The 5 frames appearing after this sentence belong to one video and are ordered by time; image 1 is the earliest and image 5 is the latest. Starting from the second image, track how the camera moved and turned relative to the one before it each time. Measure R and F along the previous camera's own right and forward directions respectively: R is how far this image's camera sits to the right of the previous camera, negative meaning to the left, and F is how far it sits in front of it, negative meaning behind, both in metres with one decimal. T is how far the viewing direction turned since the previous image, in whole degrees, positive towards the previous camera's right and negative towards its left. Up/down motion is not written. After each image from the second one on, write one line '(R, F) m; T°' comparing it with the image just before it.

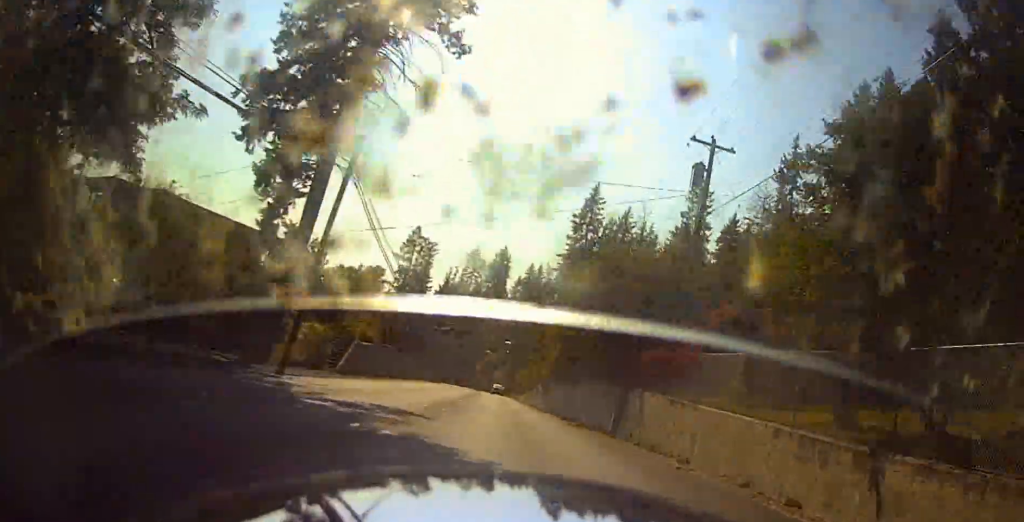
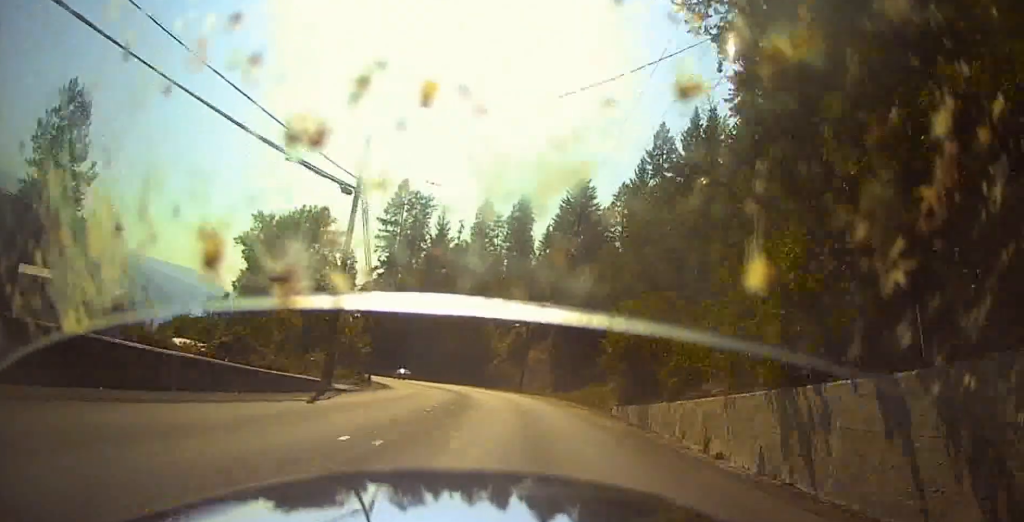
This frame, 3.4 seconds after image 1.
(-4.4, +62.3) m; -9°
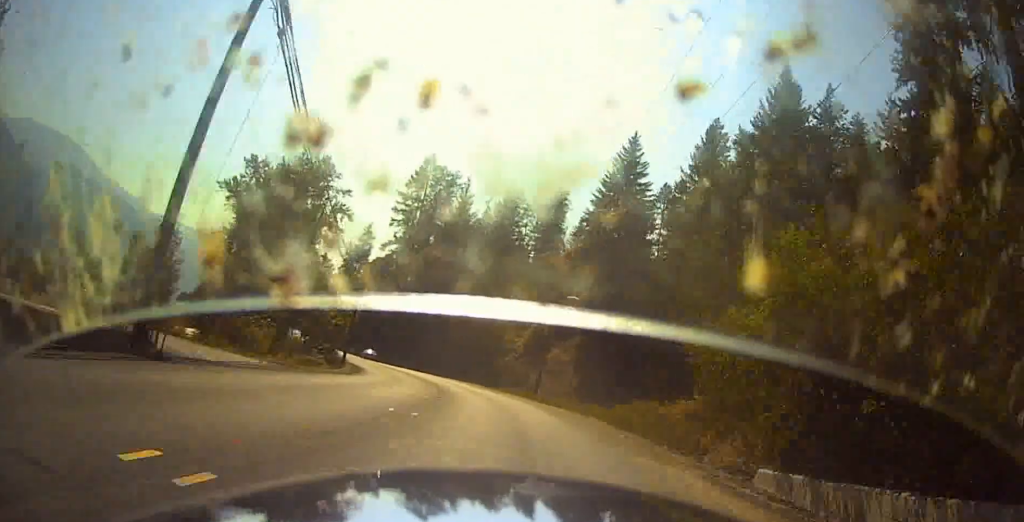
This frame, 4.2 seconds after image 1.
(-0.3, +13.6) m; -2°
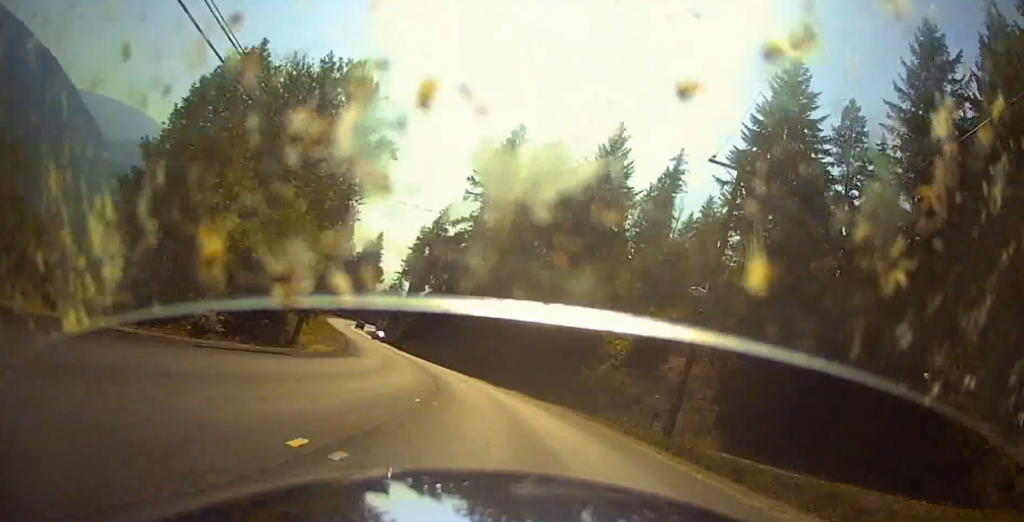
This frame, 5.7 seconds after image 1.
(-0.7, +26.0) m; -8°
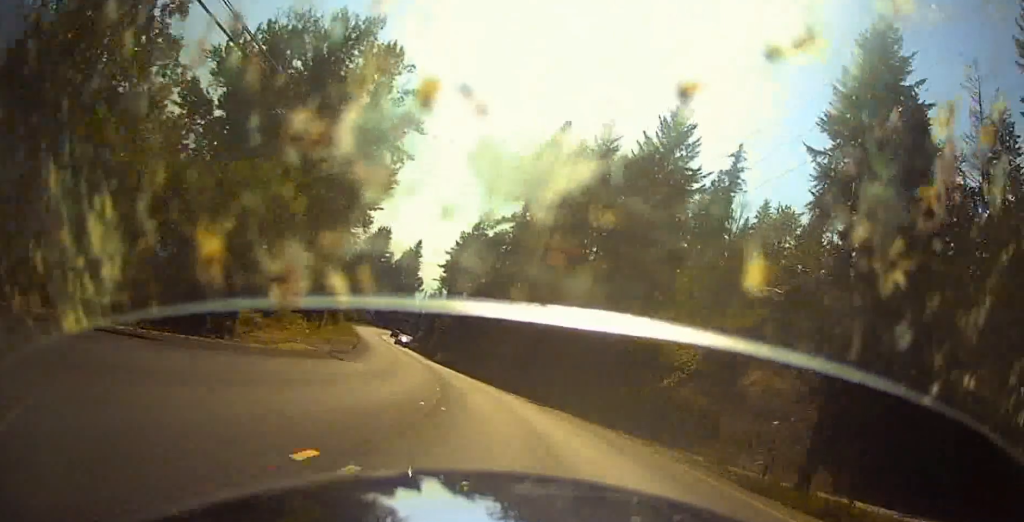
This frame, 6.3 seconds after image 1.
(-0.9, +9.8) m; -5°
